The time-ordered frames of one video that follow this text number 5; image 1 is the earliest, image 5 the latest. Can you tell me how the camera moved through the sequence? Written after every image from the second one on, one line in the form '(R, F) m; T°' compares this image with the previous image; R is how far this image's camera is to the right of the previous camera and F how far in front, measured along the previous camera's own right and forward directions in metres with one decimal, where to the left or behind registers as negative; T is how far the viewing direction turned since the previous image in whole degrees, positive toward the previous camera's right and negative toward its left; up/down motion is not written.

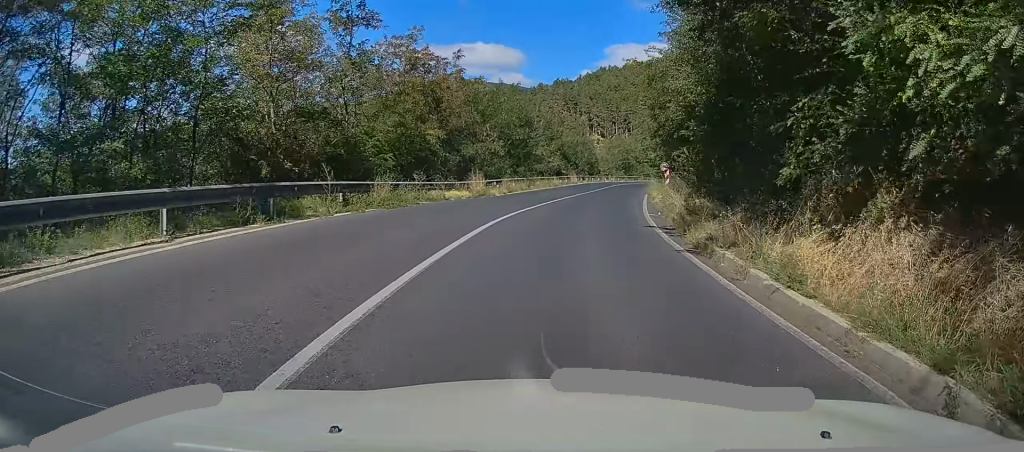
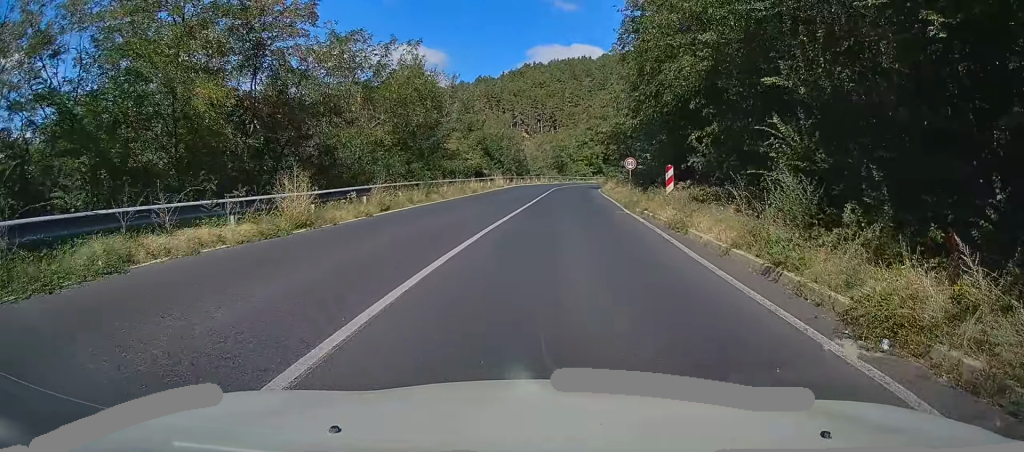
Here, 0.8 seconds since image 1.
(+1.2, +16.9) m; +5°
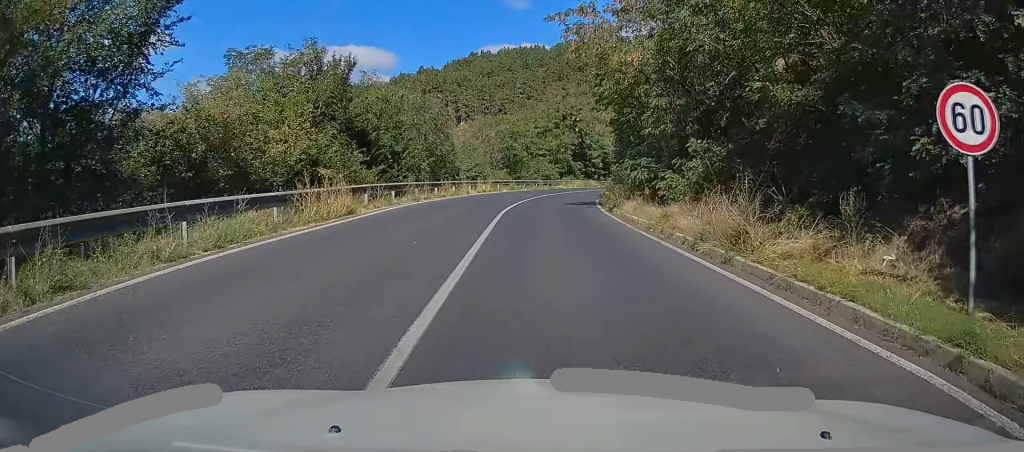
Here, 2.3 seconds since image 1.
(+2.4, +33.8) m; +6°
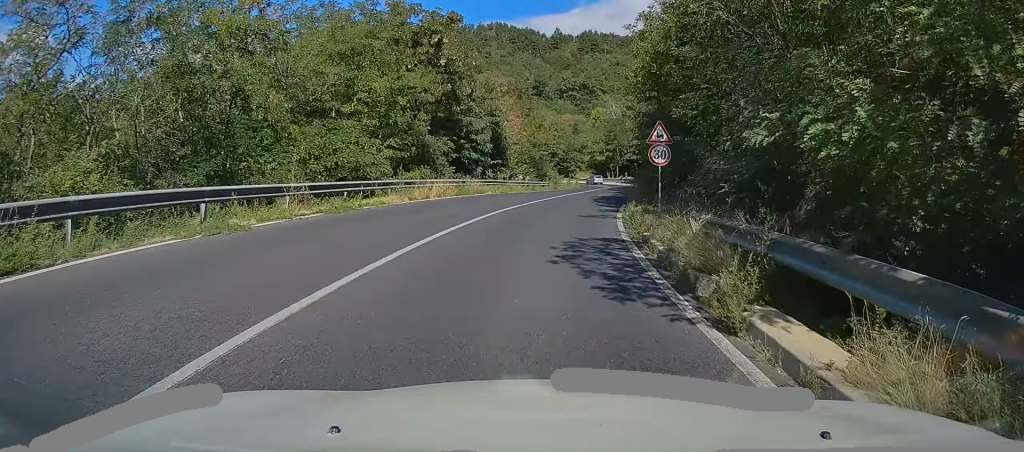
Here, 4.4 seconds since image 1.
(+3.6, +44.0) m; +12°
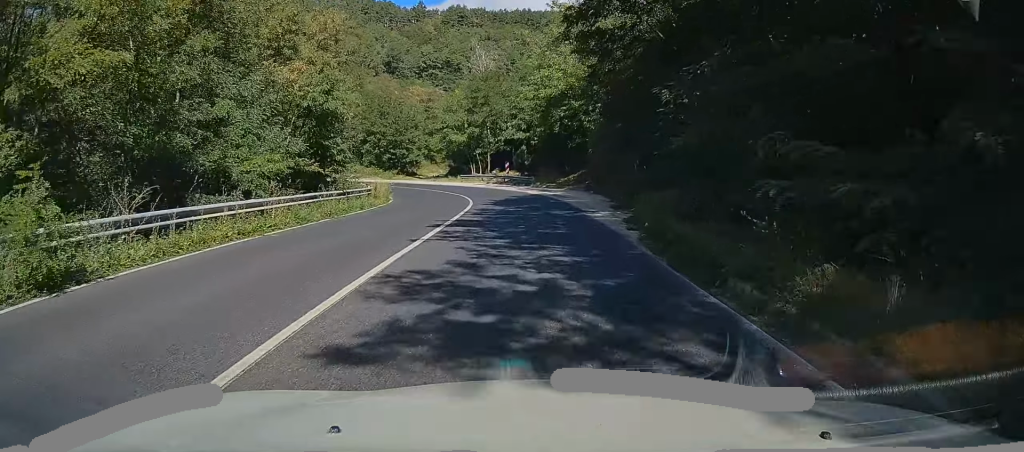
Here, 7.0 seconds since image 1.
(+7.4, +53.5) m; +12°
